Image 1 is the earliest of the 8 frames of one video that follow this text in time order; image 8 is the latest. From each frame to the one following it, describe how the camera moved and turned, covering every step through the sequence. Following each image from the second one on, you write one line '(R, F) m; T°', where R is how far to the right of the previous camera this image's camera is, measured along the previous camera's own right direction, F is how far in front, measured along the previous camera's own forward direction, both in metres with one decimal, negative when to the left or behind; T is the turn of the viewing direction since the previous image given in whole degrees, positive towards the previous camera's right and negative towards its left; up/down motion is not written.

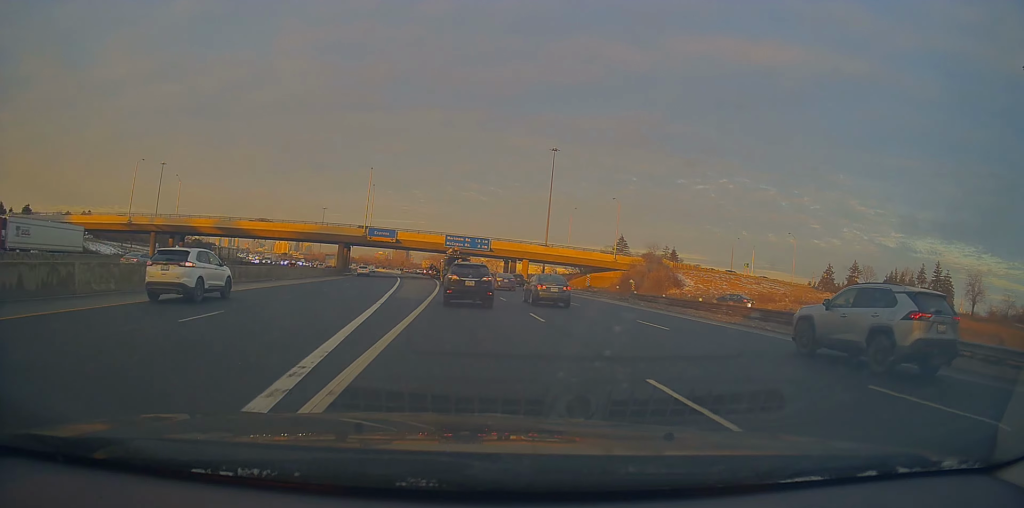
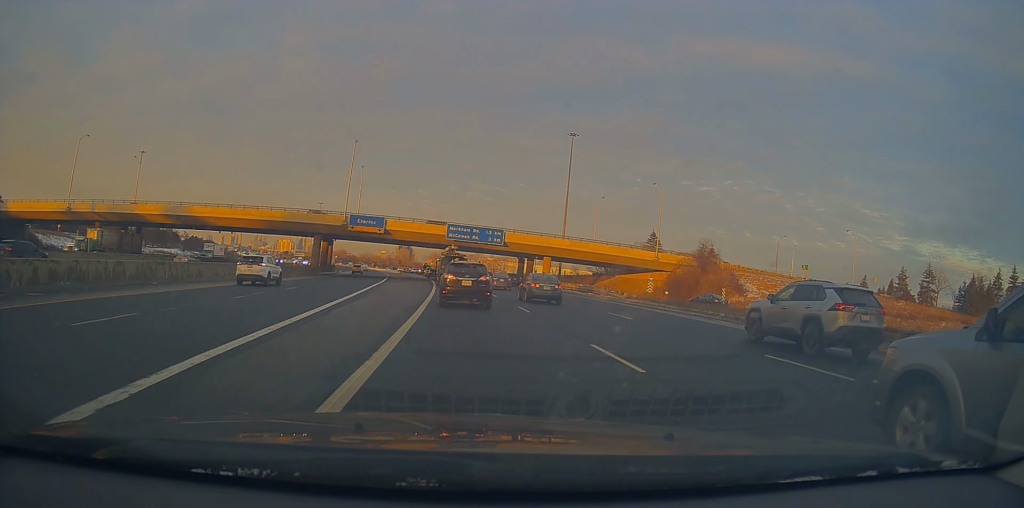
(+0.5, +20.6) m; +1°
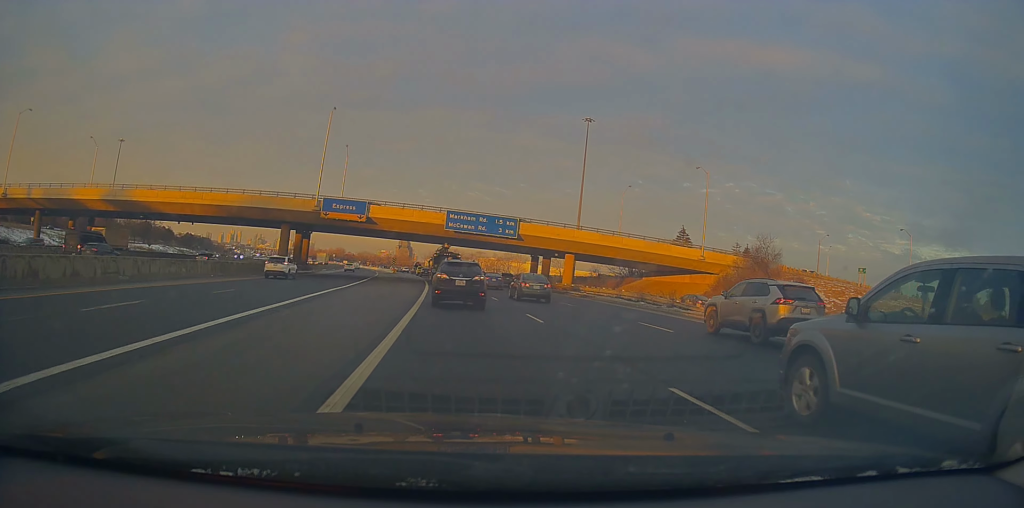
(-0.5, +16.4) m; -2°
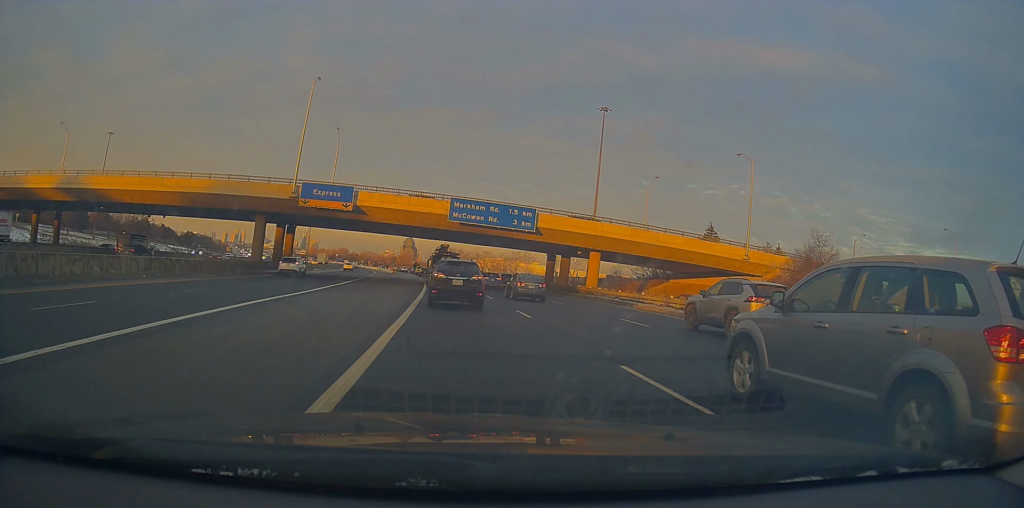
(0.0, +10.5) m; 0°
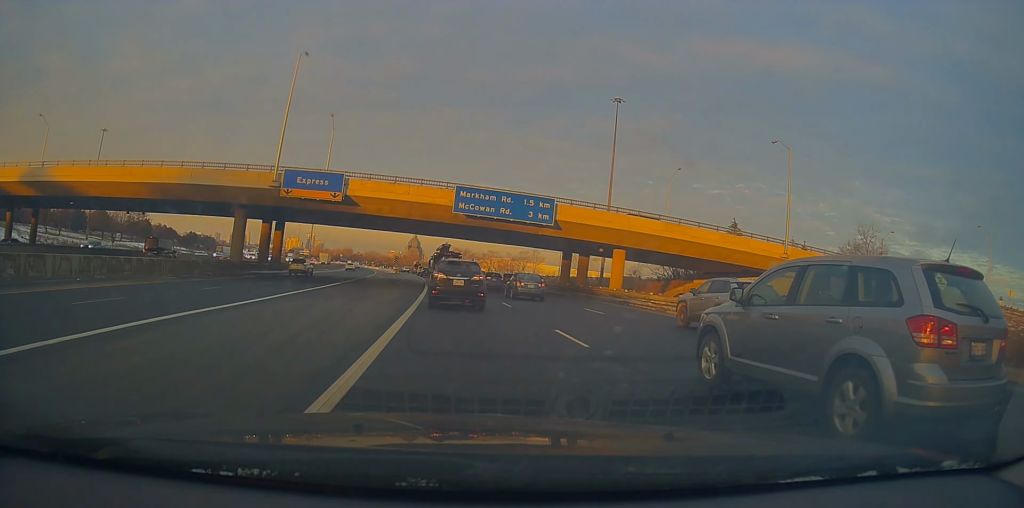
(0.0, +7.0) m; 0°
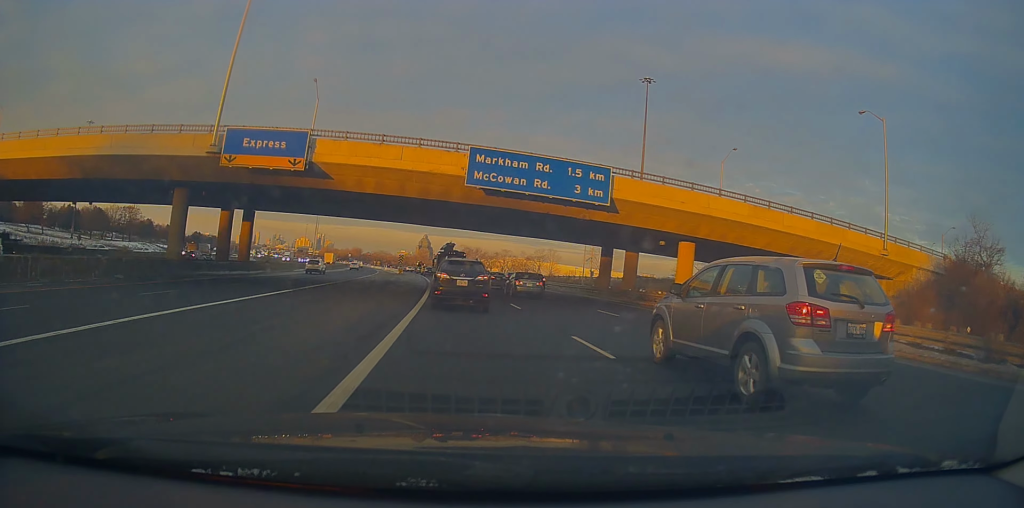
(0.0, +13.8) m; 0°
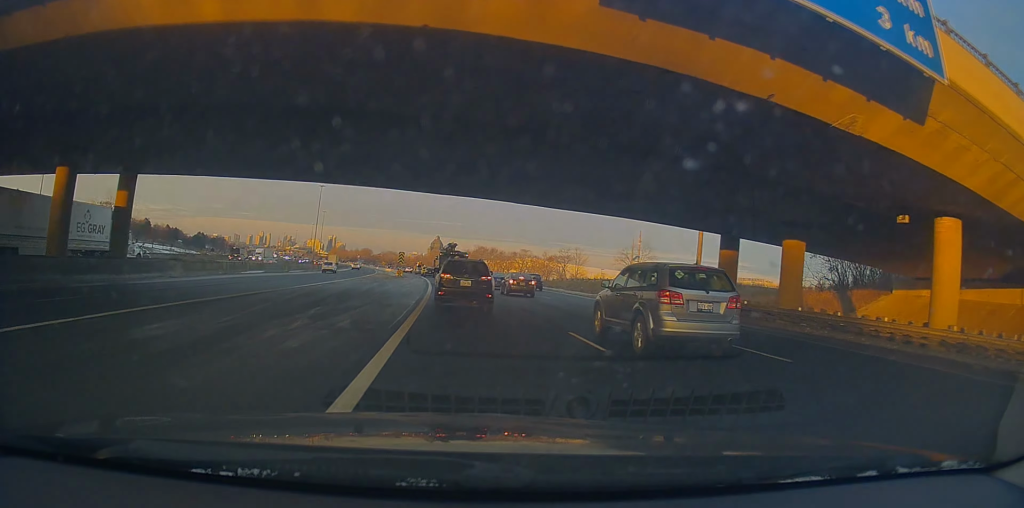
(0.0, +24.1) m; -3°
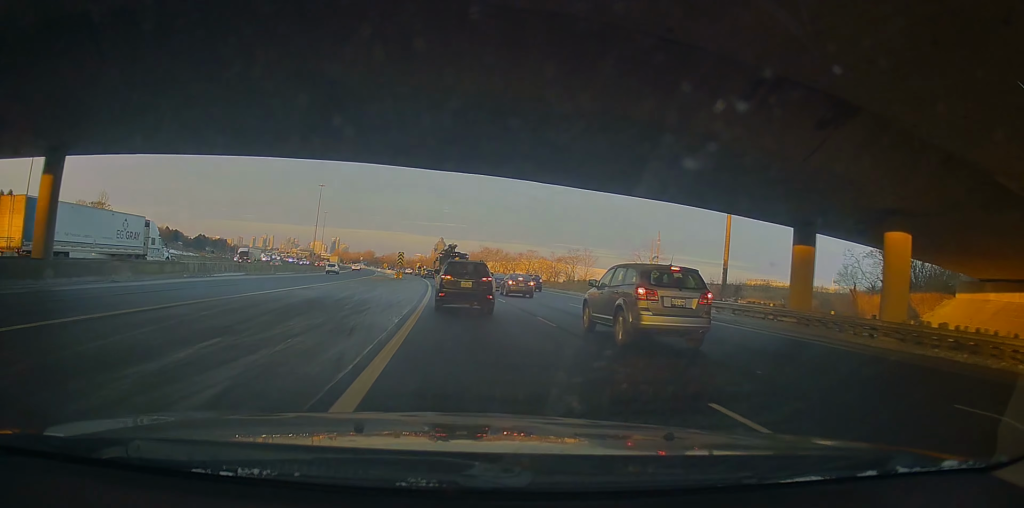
(-0.4, +7.3) m; -2°
